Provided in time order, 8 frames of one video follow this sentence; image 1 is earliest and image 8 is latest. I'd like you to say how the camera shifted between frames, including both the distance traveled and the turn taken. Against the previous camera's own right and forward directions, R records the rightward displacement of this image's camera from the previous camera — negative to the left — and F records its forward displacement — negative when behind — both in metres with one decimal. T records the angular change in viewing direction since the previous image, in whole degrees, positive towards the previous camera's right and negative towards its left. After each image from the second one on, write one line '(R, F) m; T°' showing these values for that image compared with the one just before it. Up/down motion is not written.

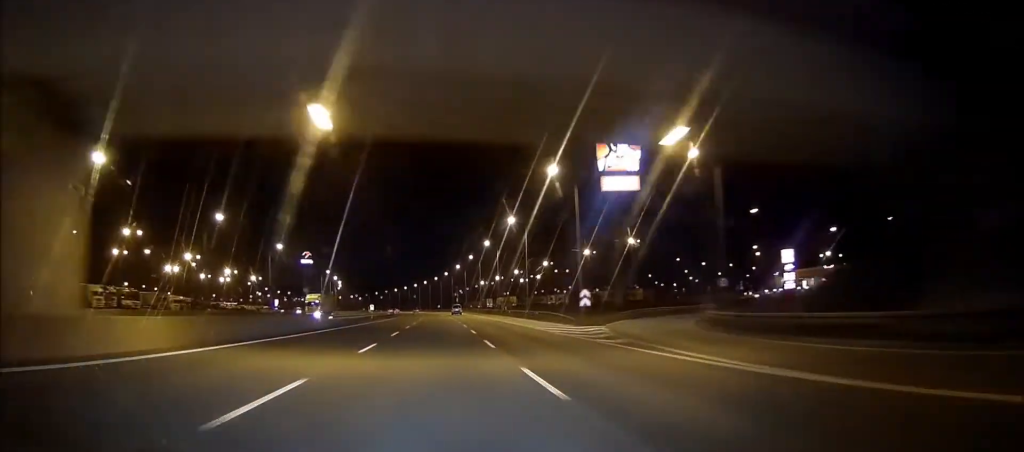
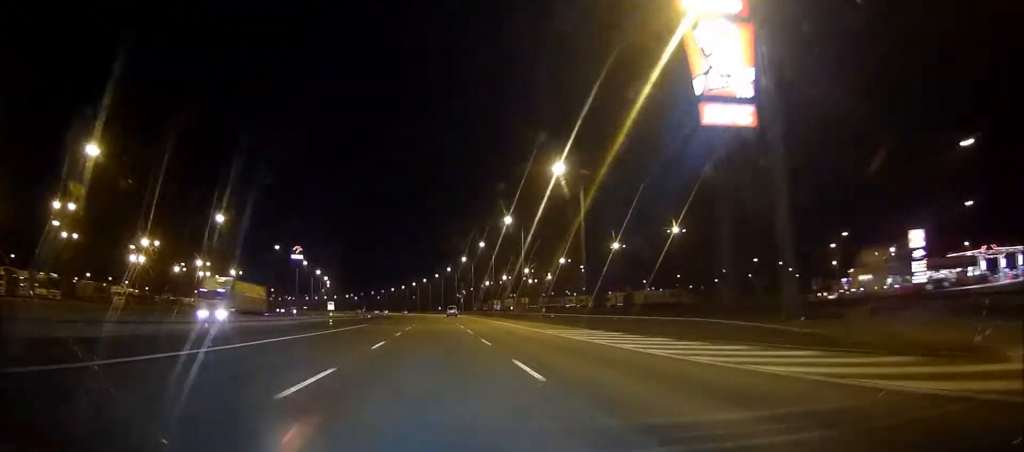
(-0.1, +33.5) m; -1°
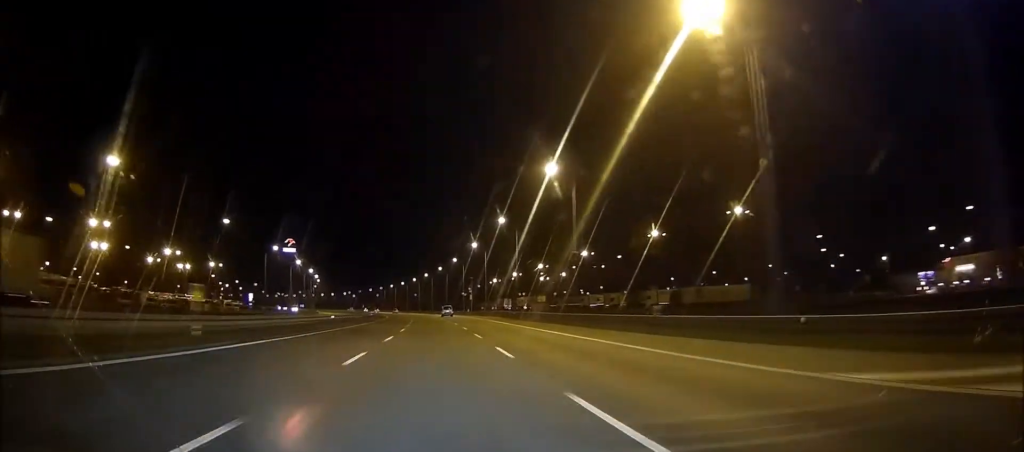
(-0.3, +30.2) m; -1°
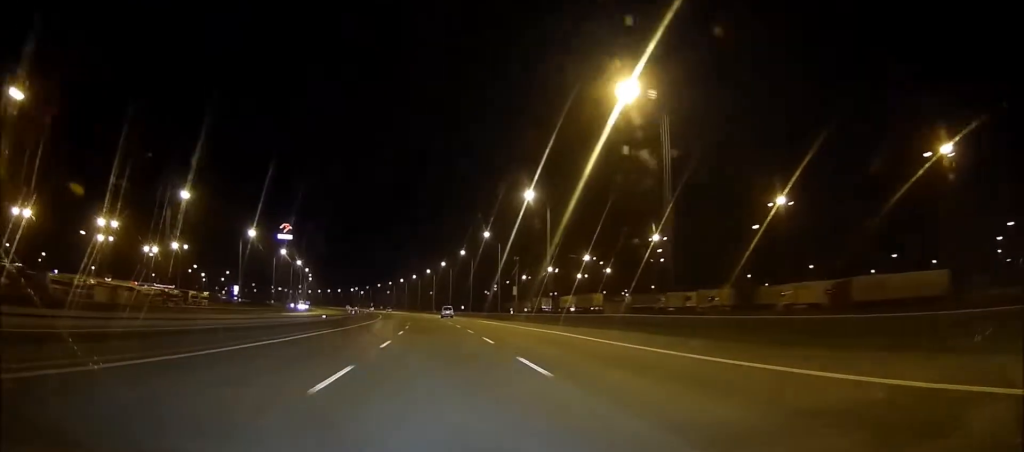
(-0.8, +49.9) m; -2°
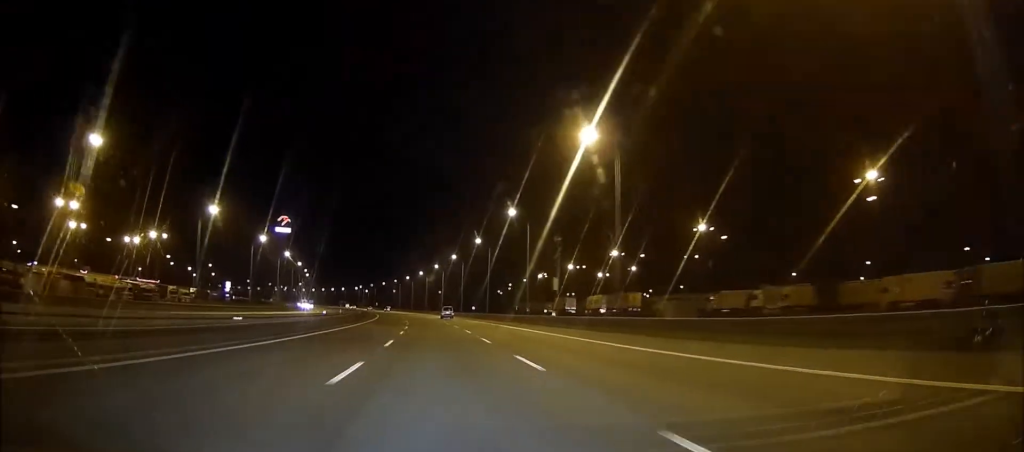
(-0.3, +22.1) m; -1°
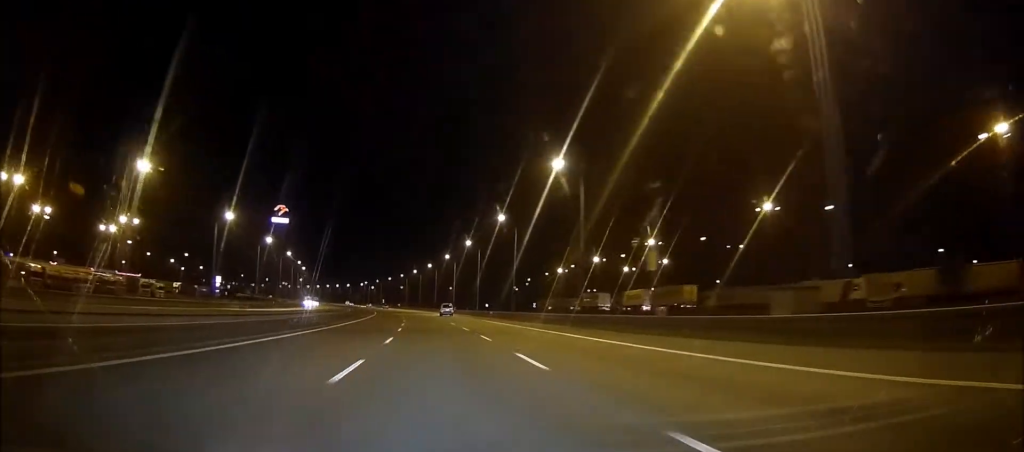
(-0.2, +23.8) m; -1°
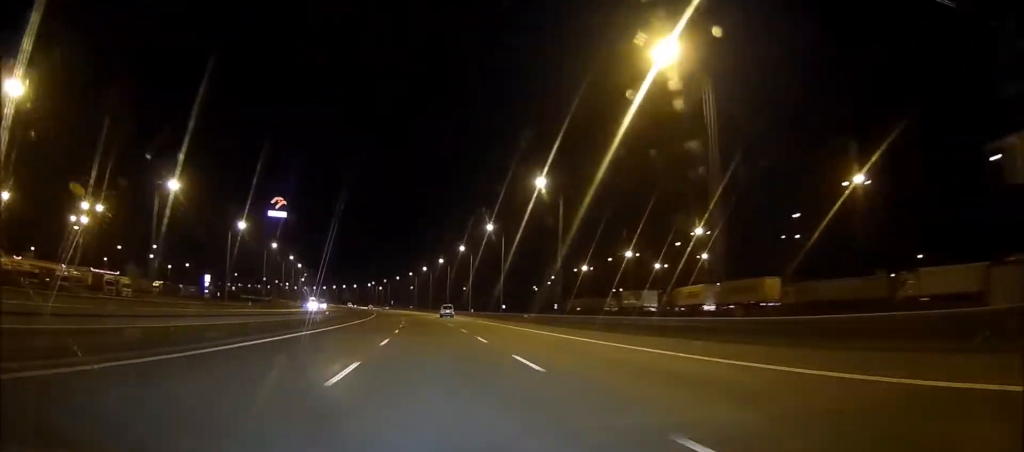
(-0.4, +25.4) m; -1°
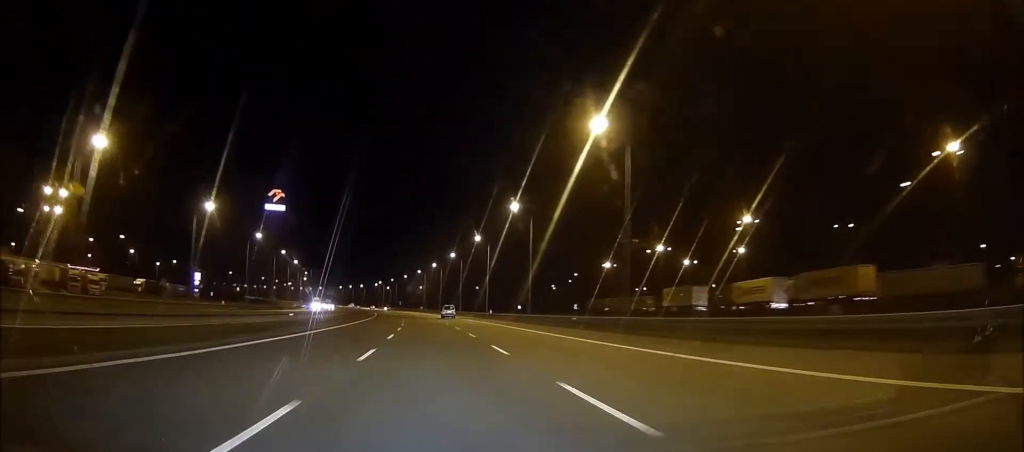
(0.0, +18.4) m; -1°
